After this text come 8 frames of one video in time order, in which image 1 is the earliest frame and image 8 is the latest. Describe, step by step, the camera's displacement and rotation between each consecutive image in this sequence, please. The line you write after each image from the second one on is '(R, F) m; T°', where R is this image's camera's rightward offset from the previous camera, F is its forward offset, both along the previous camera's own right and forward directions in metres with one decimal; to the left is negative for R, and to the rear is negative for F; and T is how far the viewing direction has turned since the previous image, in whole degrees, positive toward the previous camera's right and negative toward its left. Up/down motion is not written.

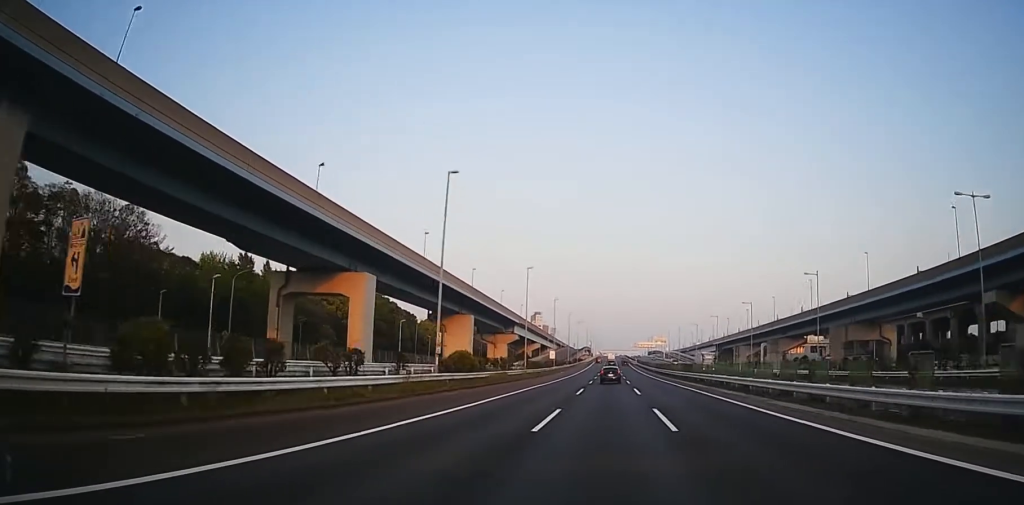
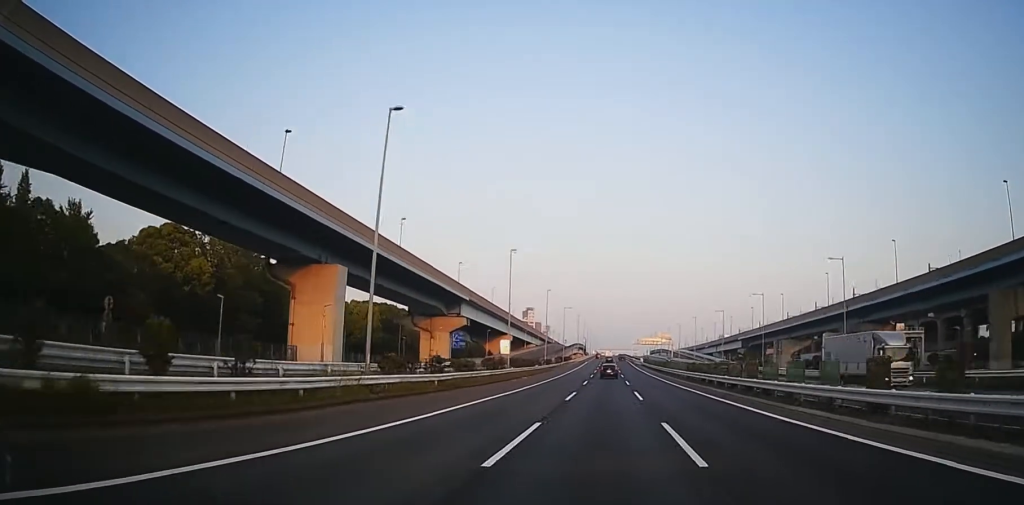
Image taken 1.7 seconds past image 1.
(0.0, +46.0) m; +1°
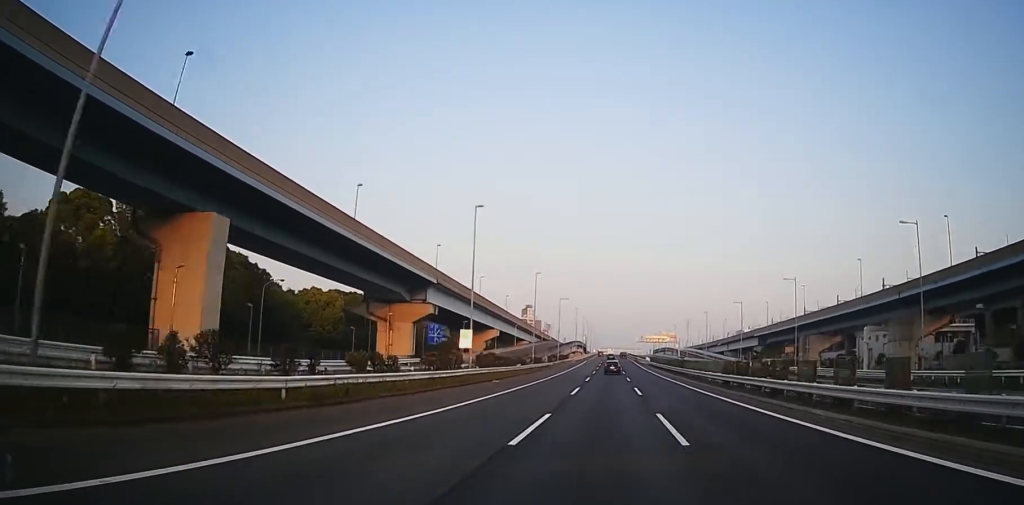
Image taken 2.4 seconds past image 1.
(+0.5, +17.3) m; -1°
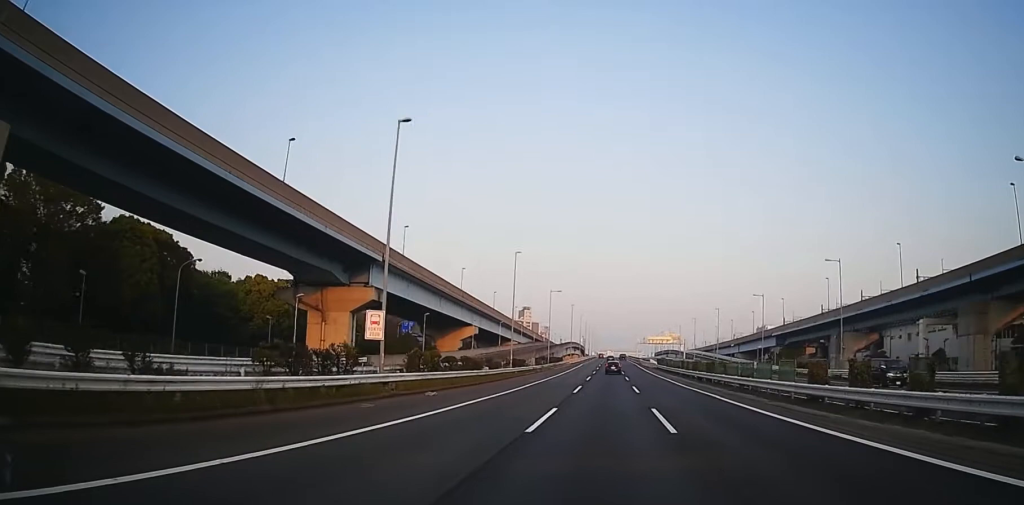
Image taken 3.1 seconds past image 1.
(0.0, +19.8) m; -1°
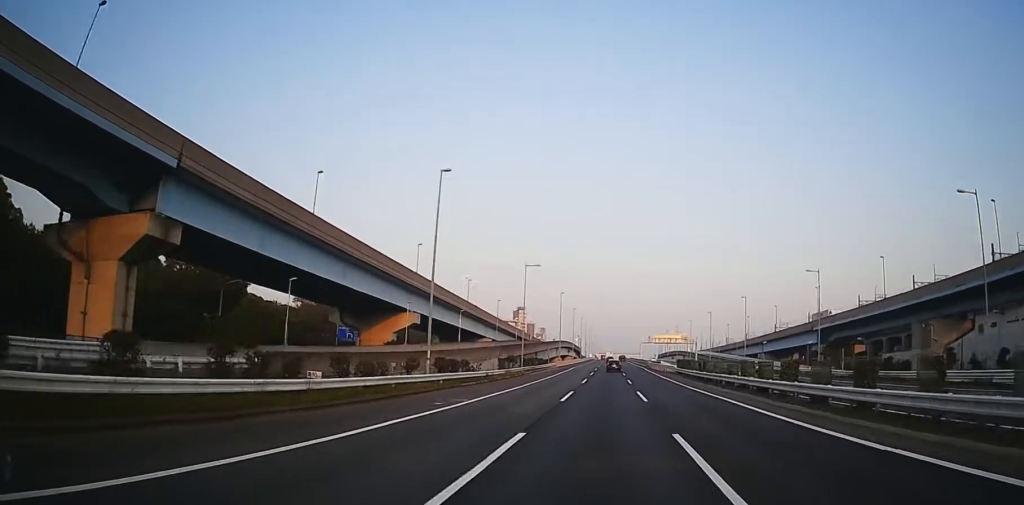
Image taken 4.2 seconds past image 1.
(-0.8, +30.8) m; 0°
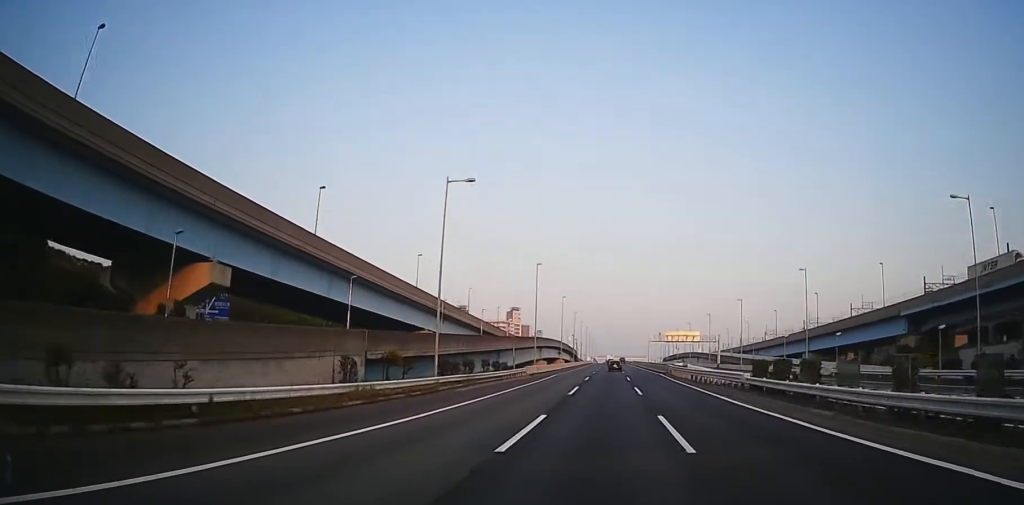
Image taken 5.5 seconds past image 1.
(+1.2, +33.5) m; +2°
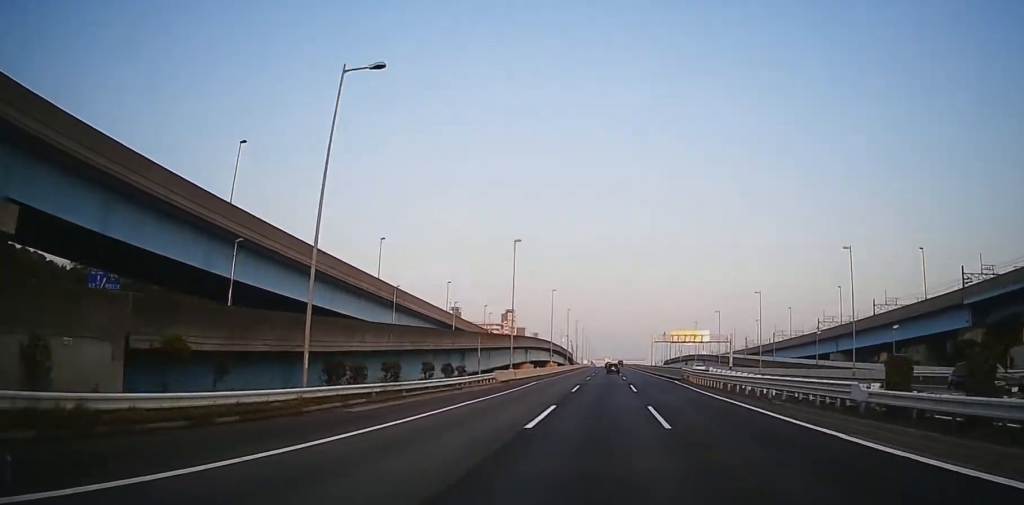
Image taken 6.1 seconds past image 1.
(0.0, +16.7) m; -1°
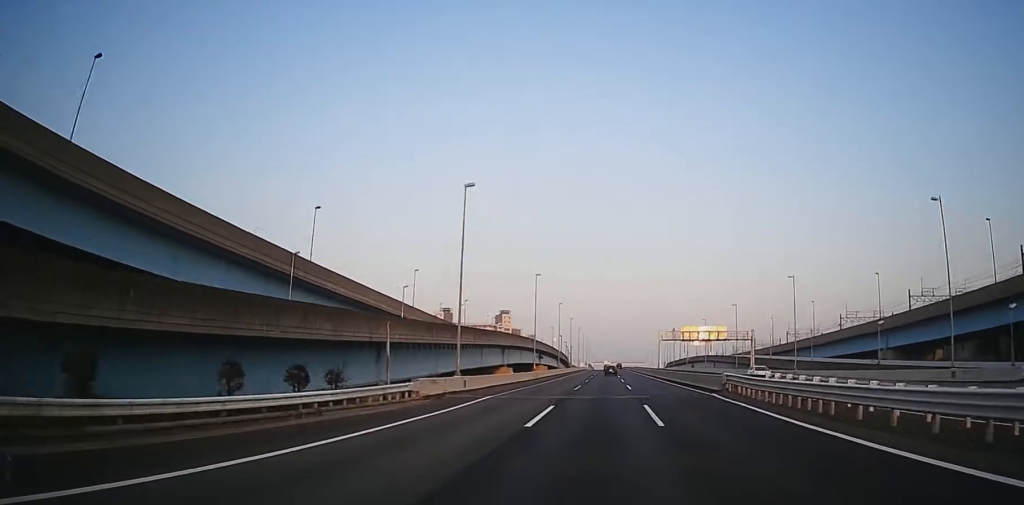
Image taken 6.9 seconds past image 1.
(-0.3, +19.0) m; -1°
